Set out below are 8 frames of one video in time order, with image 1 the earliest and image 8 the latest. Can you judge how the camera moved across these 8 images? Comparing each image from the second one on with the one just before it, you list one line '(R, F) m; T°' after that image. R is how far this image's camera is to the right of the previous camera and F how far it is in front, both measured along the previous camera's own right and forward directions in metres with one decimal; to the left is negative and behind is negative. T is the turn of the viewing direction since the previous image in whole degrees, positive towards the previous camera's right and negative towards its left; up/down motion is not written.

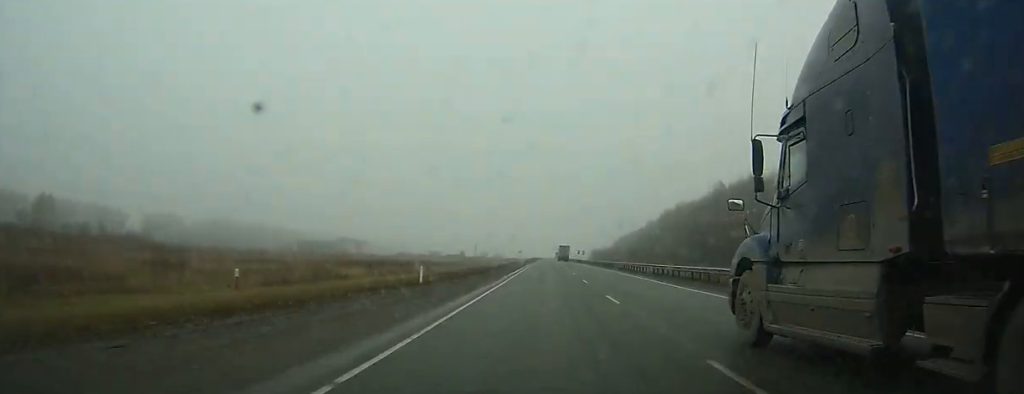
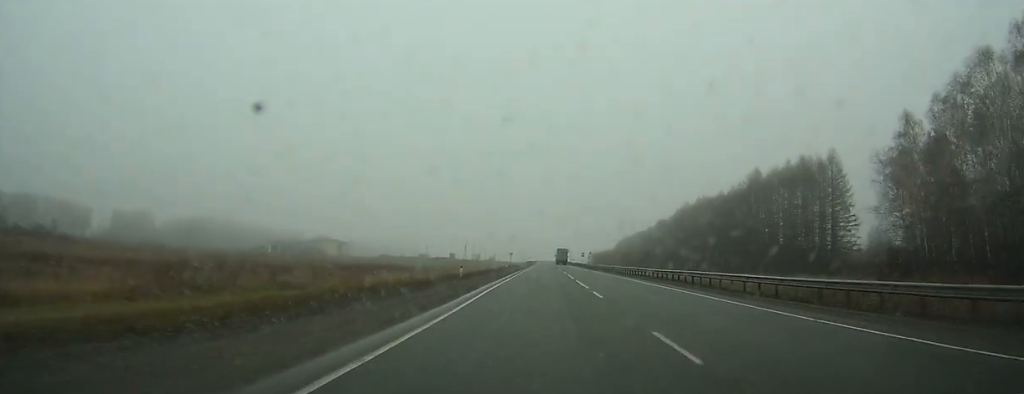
(+0.1, +32.2) m; 0°
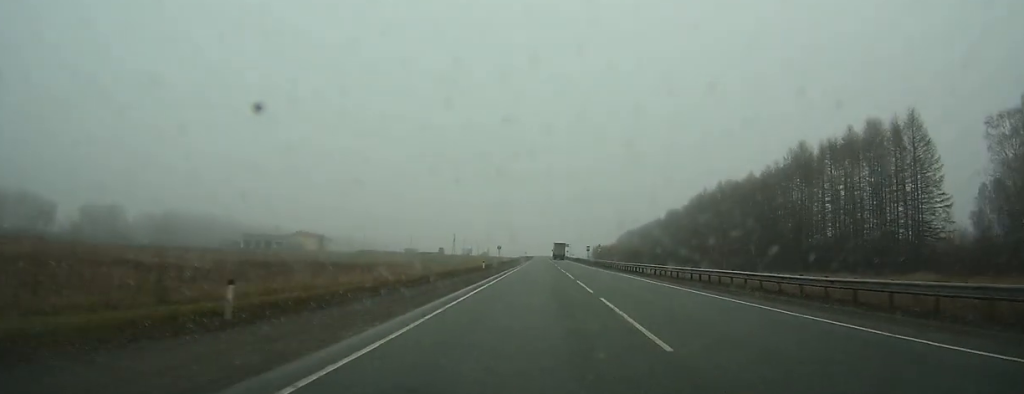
(+0.1, +28.4) m; 0°
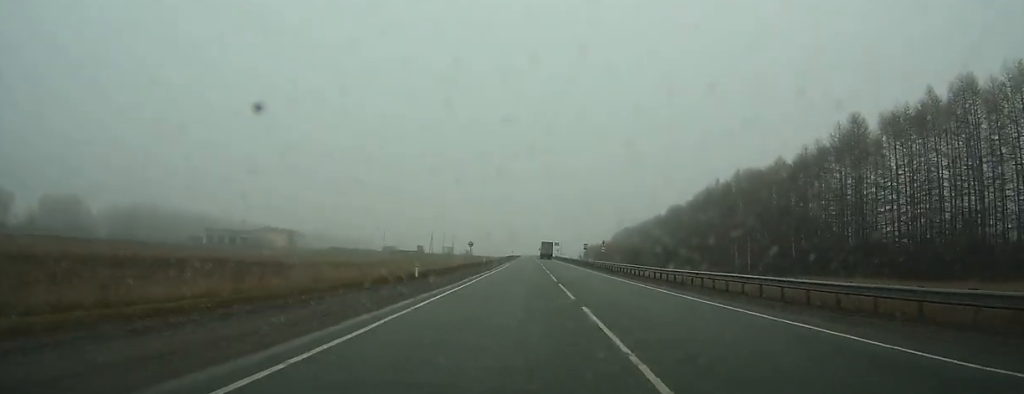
(0.0, +26.3) m; 0°
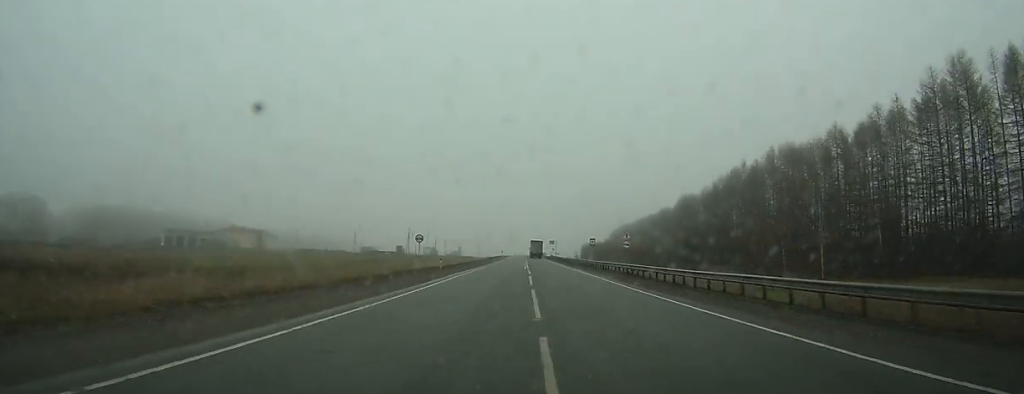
(+0.1, +29.8) m; 0°
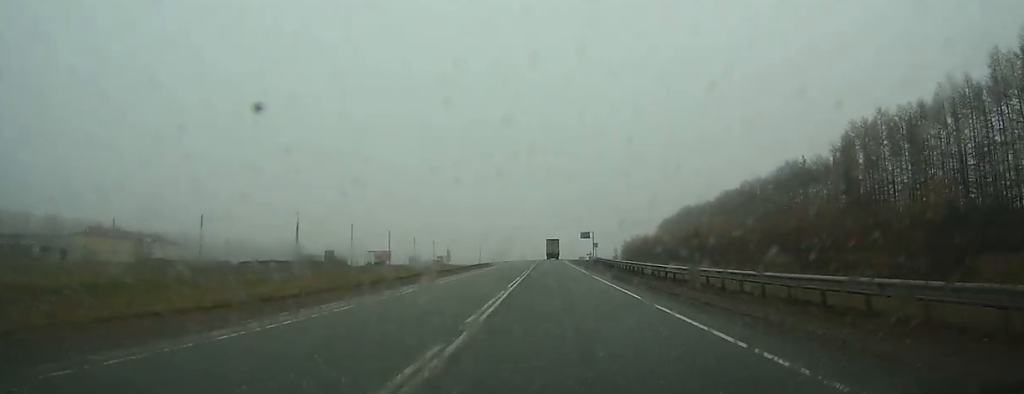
(-0.5, +108.0) m; -1°
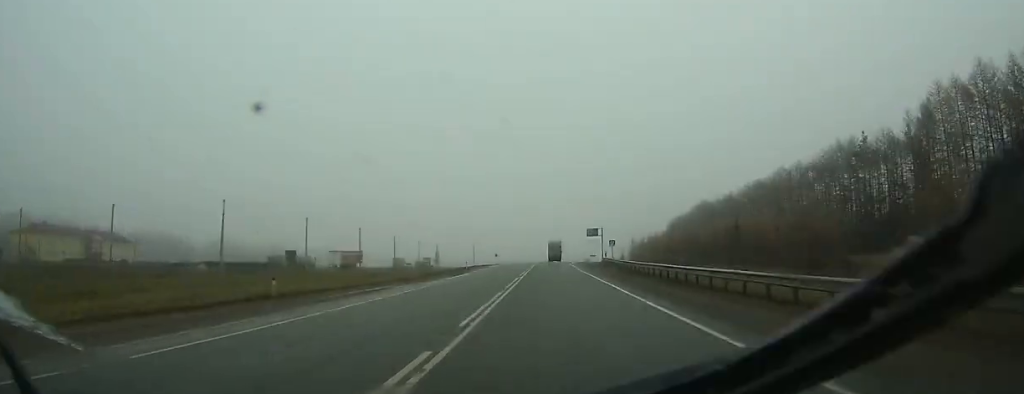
(-0.1, +23.4) m; 0°
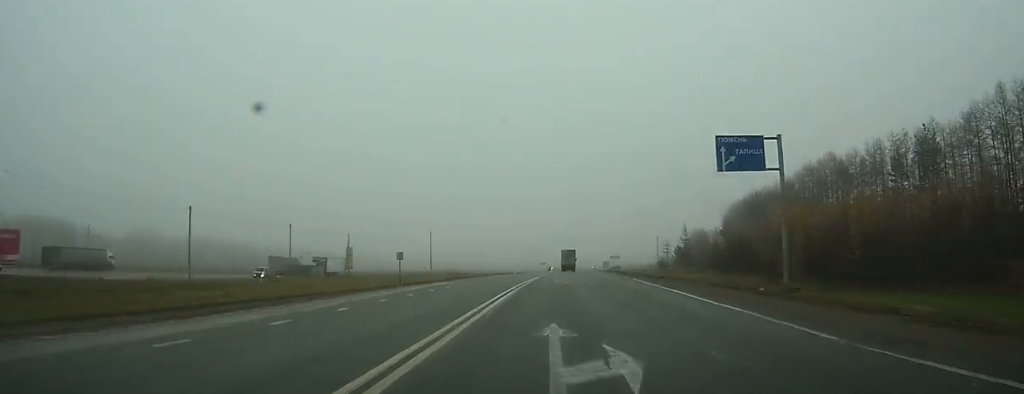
(0.0, +91.4) m; 0°
